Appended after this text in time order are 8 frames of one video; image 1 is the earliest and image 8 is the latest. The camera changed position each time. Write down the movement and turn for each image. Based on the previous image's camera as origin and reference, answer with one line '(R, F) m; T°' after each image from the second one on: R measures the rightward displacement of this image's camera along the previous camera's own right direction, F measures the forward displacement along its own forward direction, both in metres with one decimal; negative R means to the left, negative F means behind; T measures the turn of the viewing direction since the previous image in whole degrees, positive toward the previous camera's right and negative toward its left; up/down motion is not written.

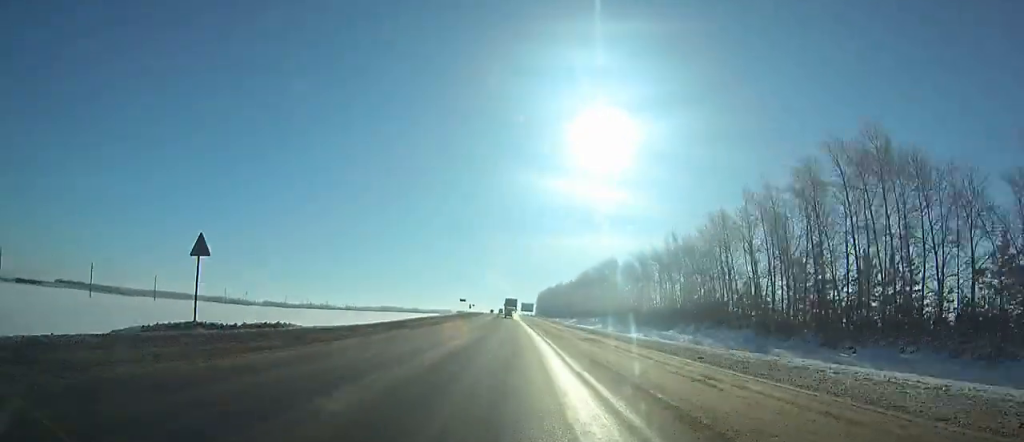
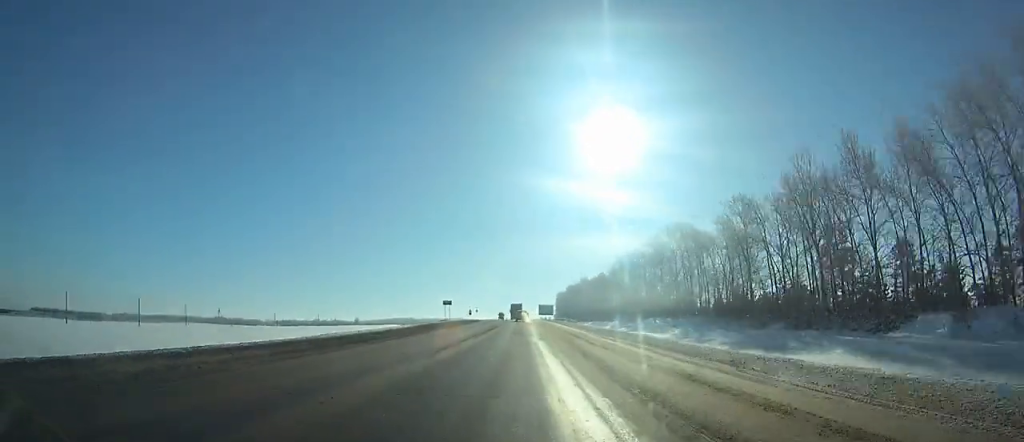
(-1.8, +51.8) m; -2°
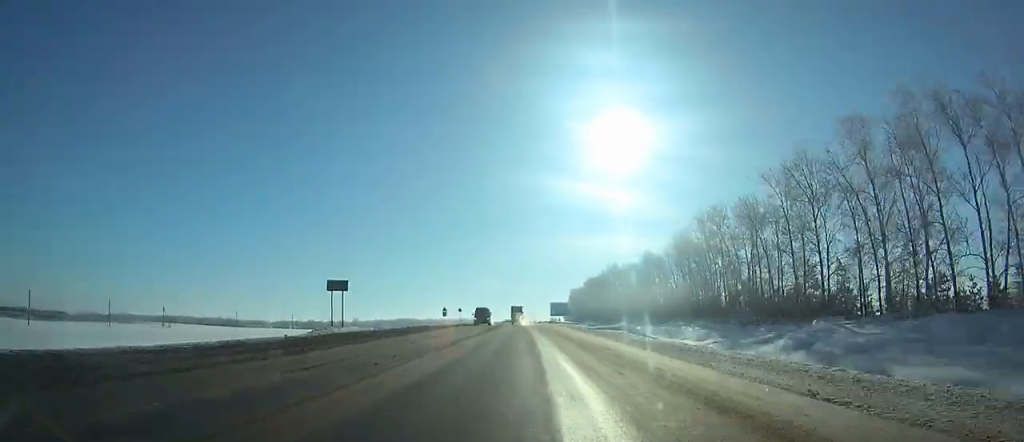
(-0.2, +55.9) m; -1°
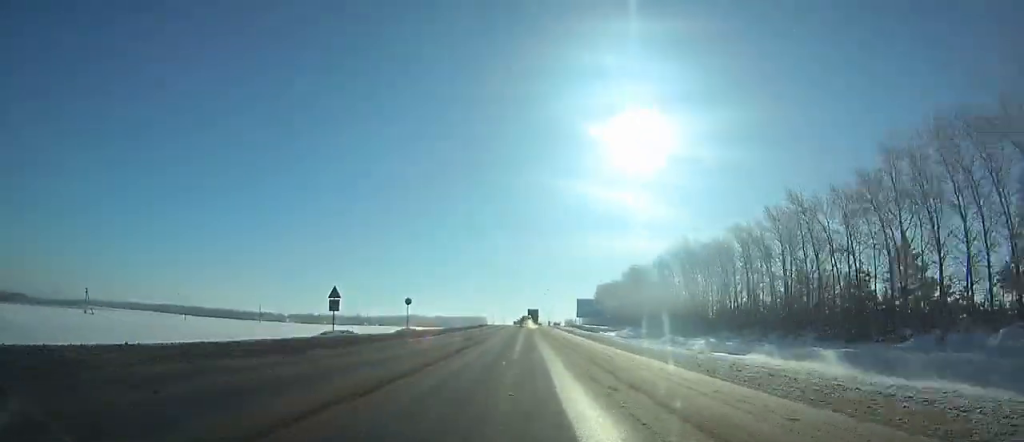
(-0.8, +58.0) m; -1°
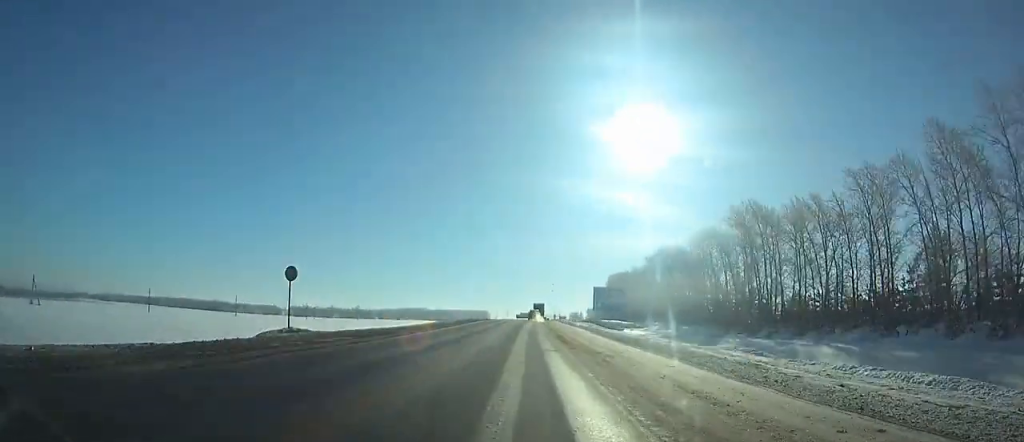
(-0.1, +27.0) m; 0°
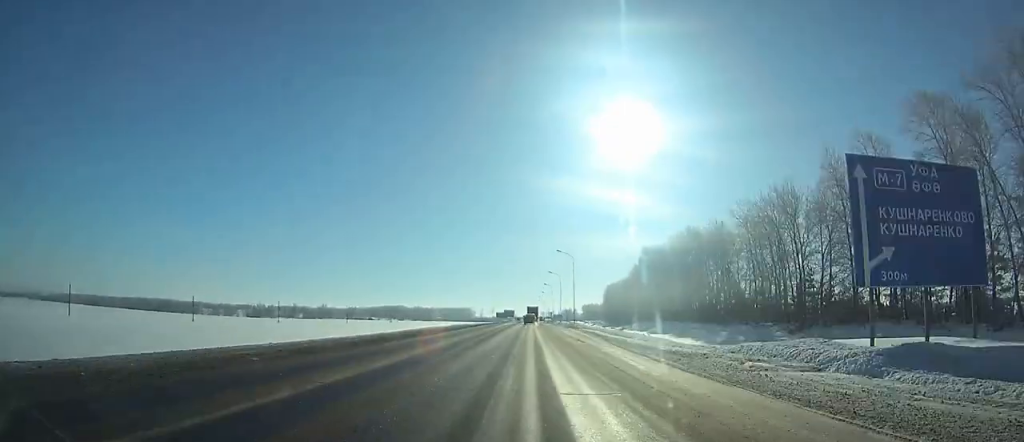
(-0.3, +93.1) m; 0°
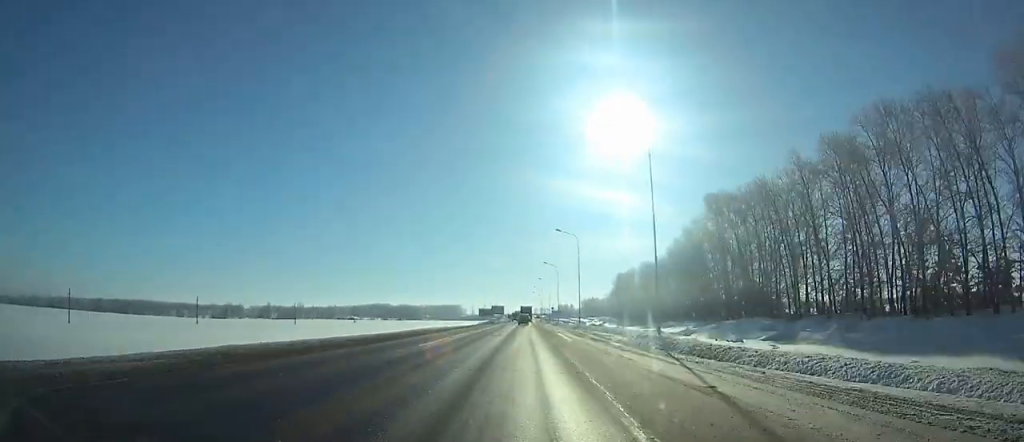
(0.0, +59.2) m; 0°
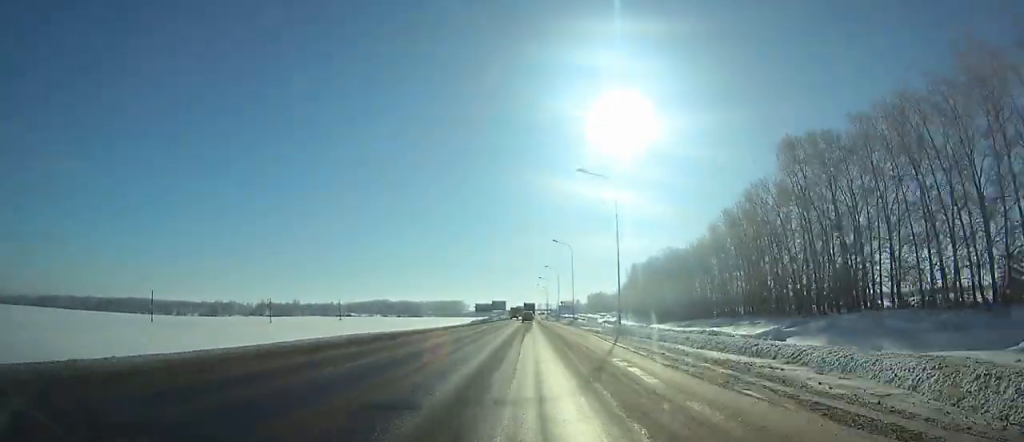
(0.0, +26.3) m; 0°
